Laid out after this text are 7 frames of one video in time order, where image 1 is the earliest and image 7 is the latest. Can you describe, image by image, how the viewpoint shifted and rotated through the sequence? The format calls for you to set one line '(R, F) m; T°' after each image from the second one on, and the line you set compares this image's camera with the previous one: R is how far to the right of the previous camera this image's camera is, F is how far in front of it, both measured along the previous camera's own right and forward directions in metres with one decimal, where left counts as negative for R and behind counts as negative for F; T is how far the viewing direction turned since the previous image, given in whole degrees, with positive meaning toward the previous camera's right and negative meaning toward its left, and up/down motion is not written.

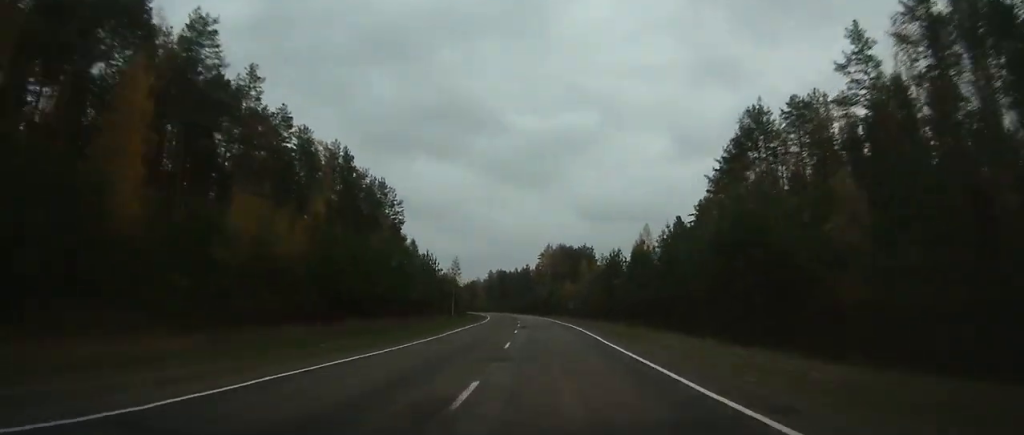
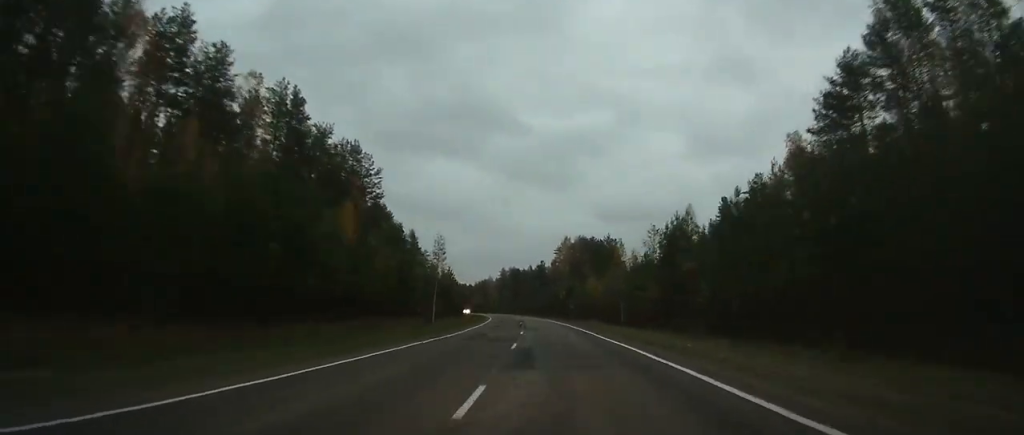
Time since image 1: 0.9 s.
(+0.1, +24.5) m; -1°
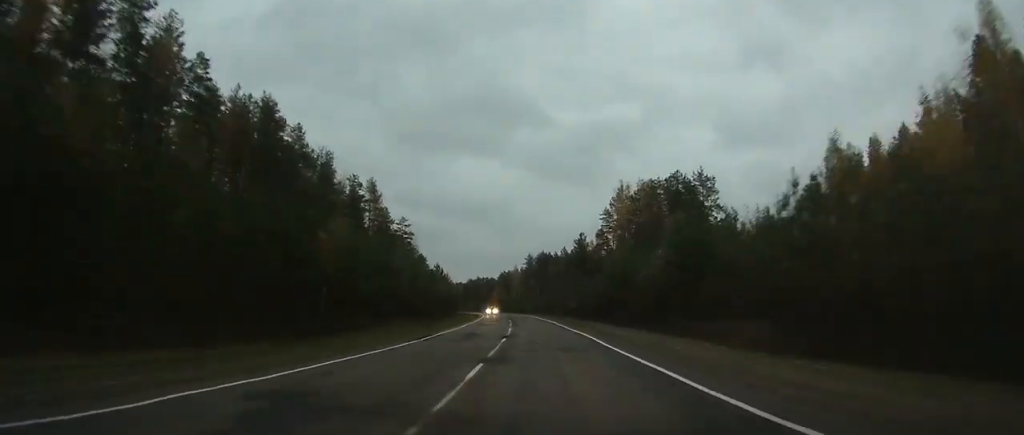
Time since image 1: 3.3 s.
(-1.9, +66.7) m; -4°
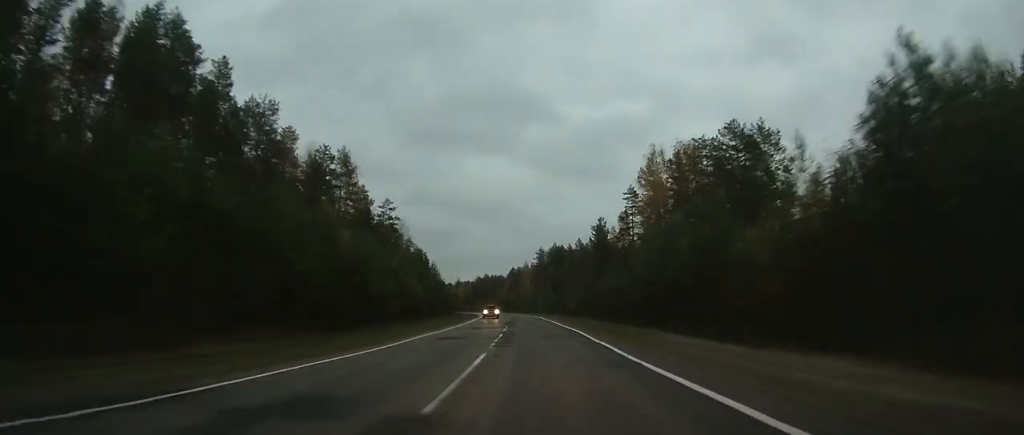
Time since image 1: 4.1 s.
(-0.3, +20.9) m; -1°
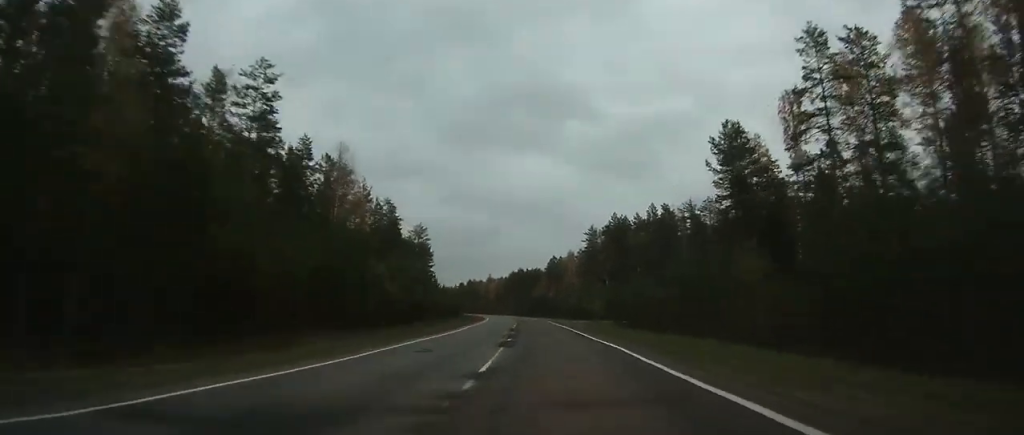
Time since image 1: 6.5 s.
(-2.1, +61.6) m; -3°
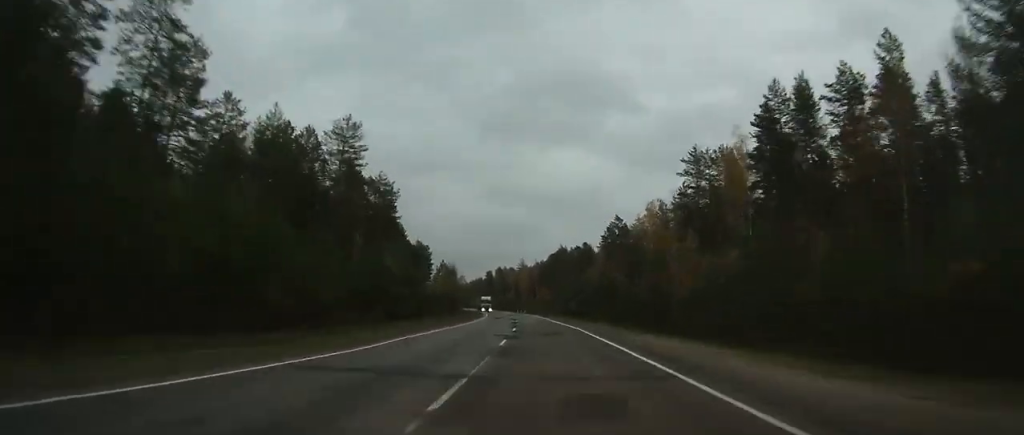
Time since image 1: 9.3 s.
(-2.8, +78.6) m; -4°
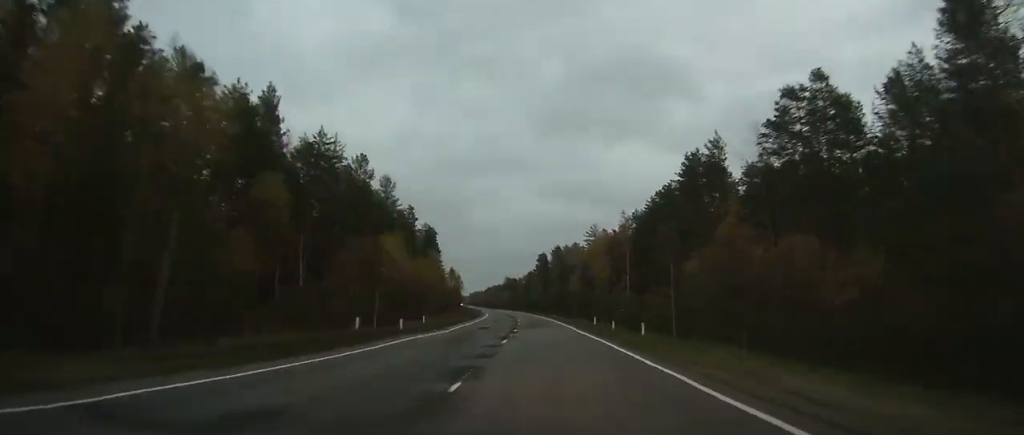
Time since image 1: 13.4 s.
(-5.9, +105.0) m; -7°
